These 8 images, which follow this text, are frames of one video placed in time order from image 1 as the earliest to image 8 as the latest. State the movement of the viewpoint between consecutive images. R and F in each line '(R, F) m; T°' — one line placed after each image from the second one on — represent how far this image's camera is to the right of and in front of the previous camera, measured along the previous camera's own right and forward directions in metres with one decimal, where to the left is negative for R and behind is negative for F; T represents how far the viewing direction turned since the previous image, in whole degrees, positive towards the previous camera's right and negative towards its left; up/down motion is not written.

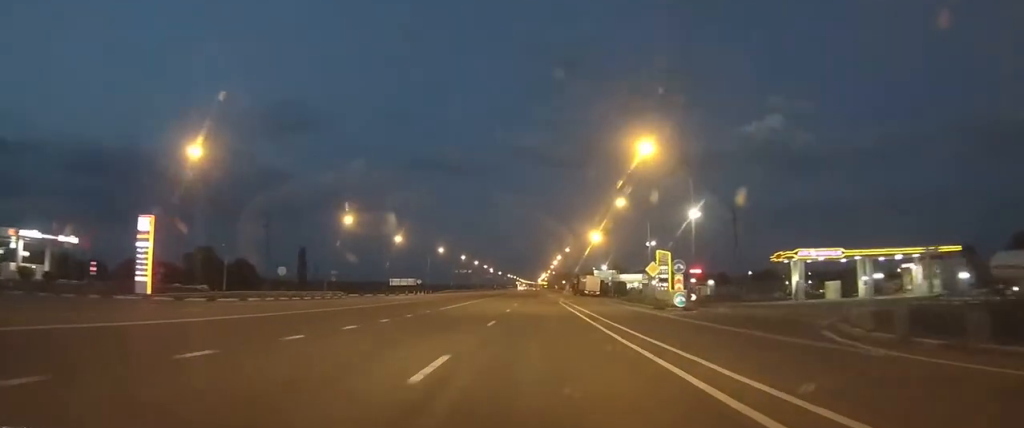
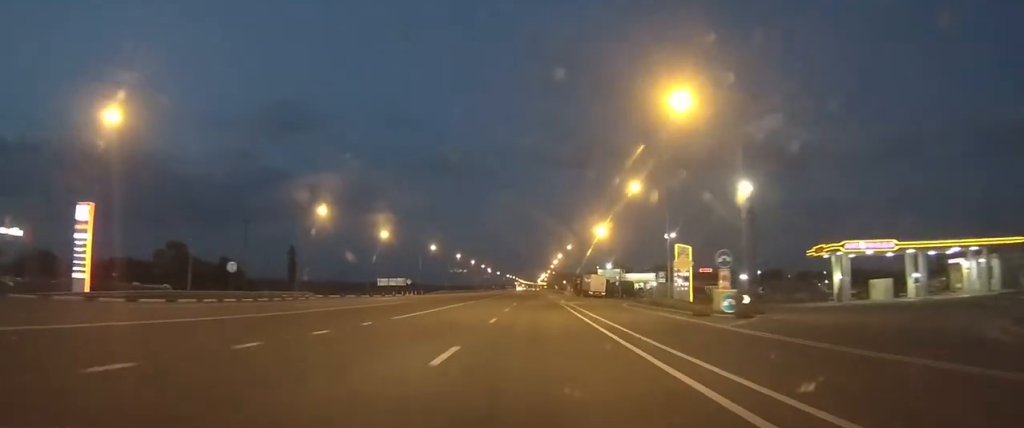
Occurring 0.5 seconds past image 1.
(0.0, +9.4) m; 0°
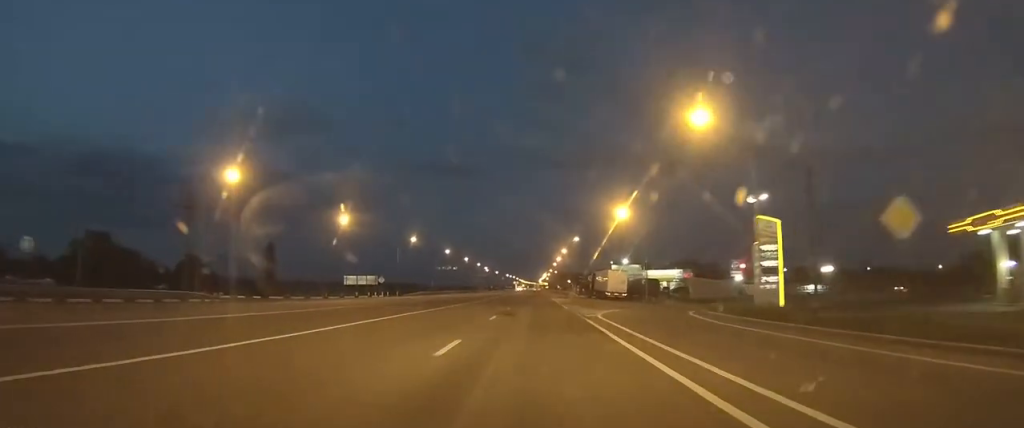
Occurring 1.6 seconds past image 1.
(0.0, +20.2) m; 0°
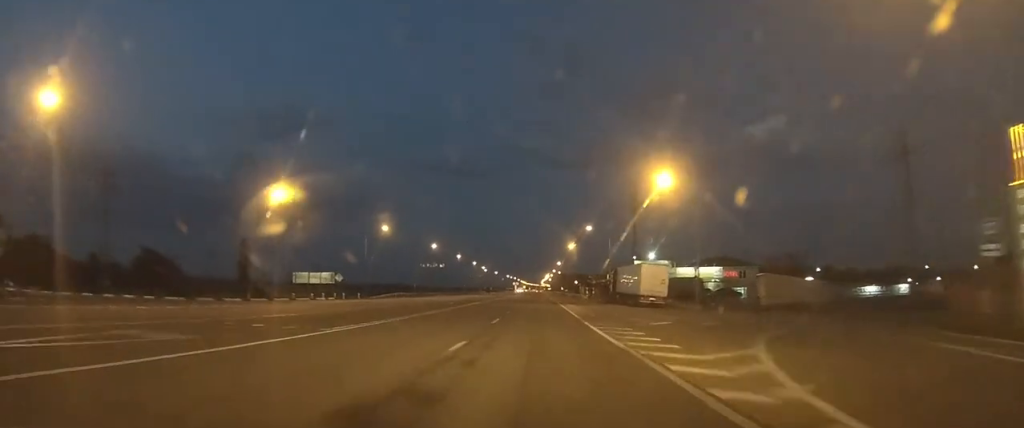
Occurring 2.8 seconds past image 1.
(0.0, +22.0) m; 0°
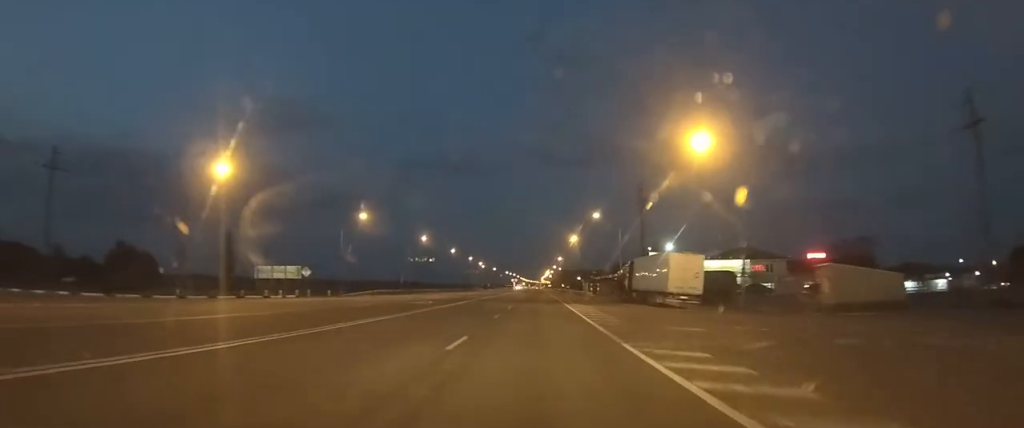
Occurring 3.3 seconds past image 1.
(0.0, +12.3) m; 0°
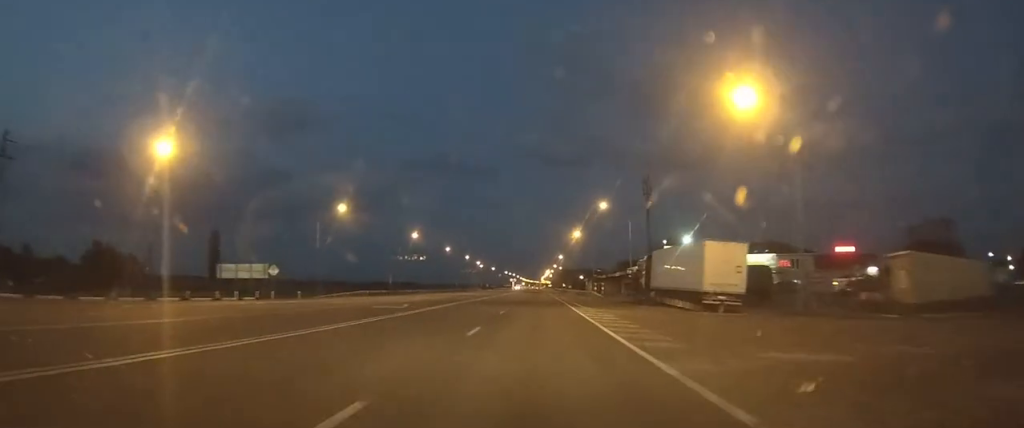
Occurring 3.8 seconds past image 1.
(0.0, +9.8) m; 0°
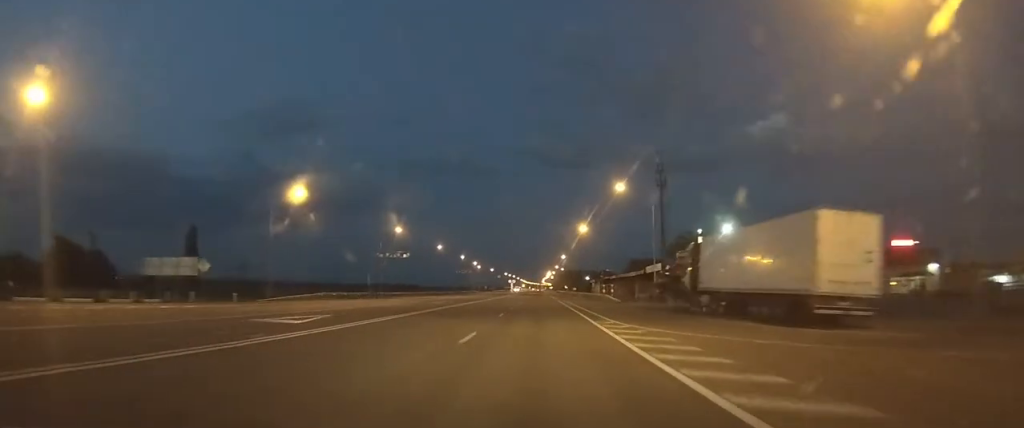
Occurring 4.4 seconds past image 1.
(0.0, +16.5) m; 0°
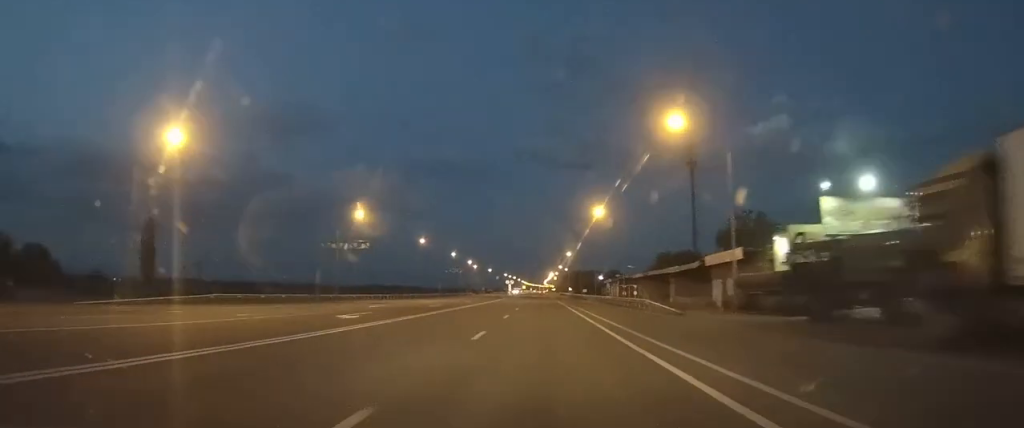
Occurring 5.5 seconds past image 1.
(-0.1, +29.3) m; 0°
